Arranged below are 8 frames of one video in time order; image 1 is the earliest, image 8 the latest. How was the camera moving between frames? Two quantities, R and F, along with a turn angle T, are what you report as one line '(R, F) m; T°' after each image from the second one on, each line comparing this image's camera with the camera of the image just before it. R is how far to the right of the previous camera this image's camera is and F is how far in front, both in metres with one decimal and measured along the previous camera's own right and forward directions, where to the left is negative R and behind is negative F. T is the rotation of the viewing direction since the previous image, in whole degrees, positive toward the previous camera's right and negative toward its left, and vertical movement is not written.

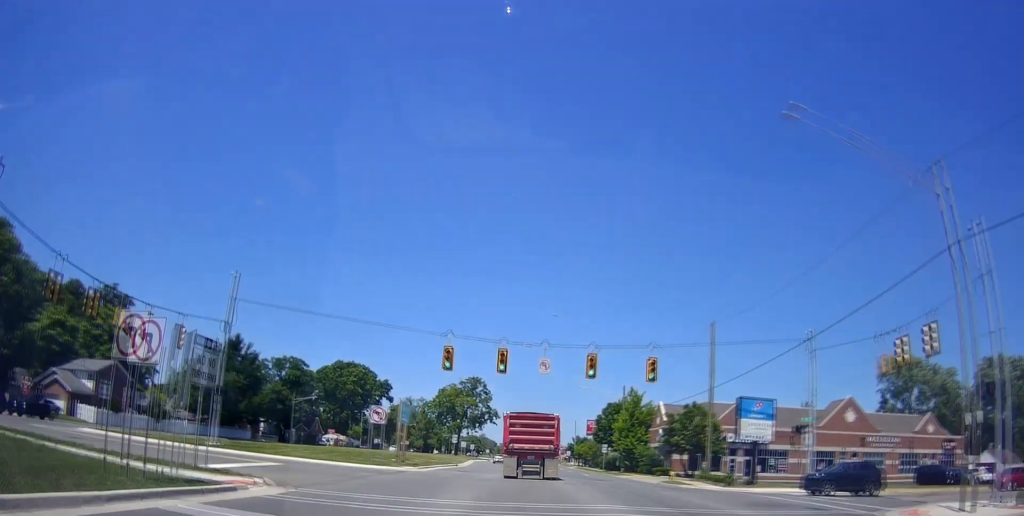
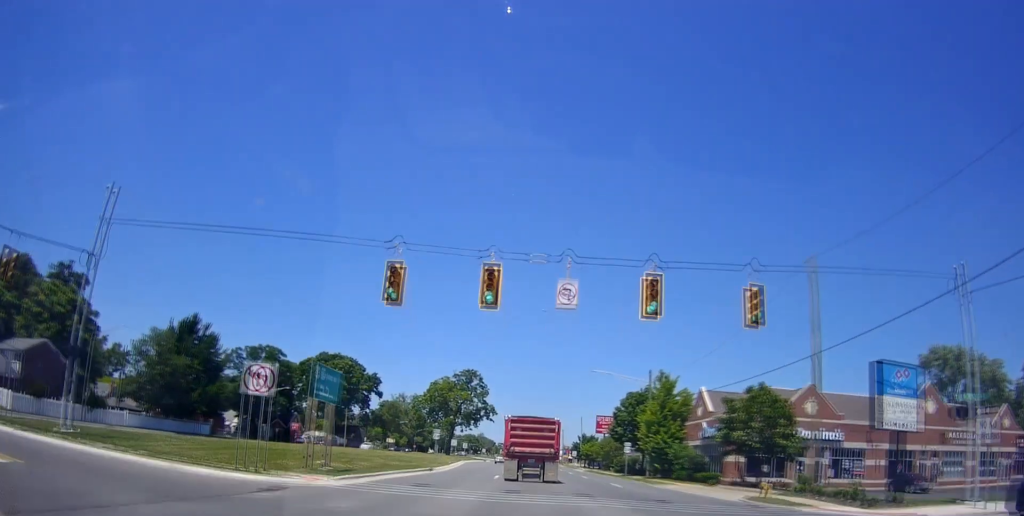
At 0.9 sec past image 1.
(-0.2, +15.1) m; +1°
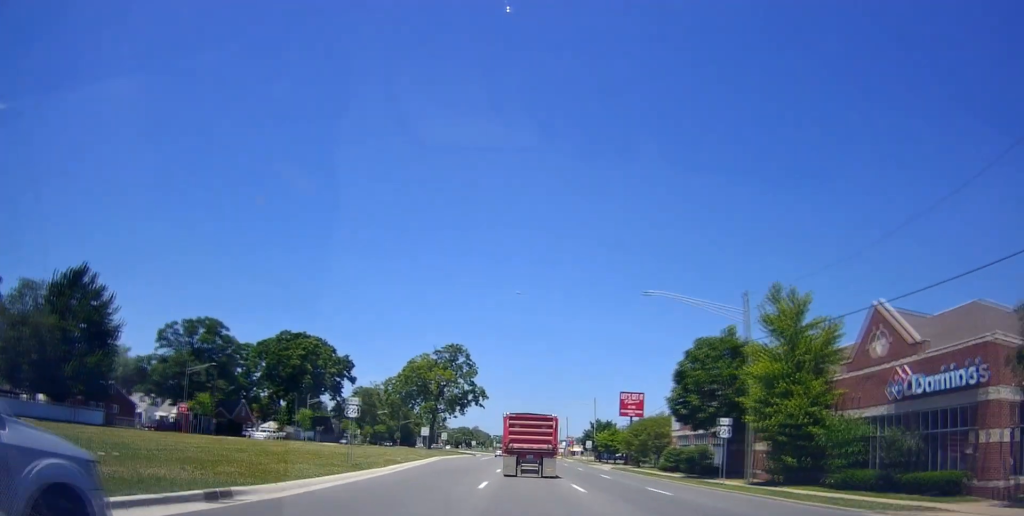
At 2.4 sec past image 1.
(+0.5, +26.8) m; 0°
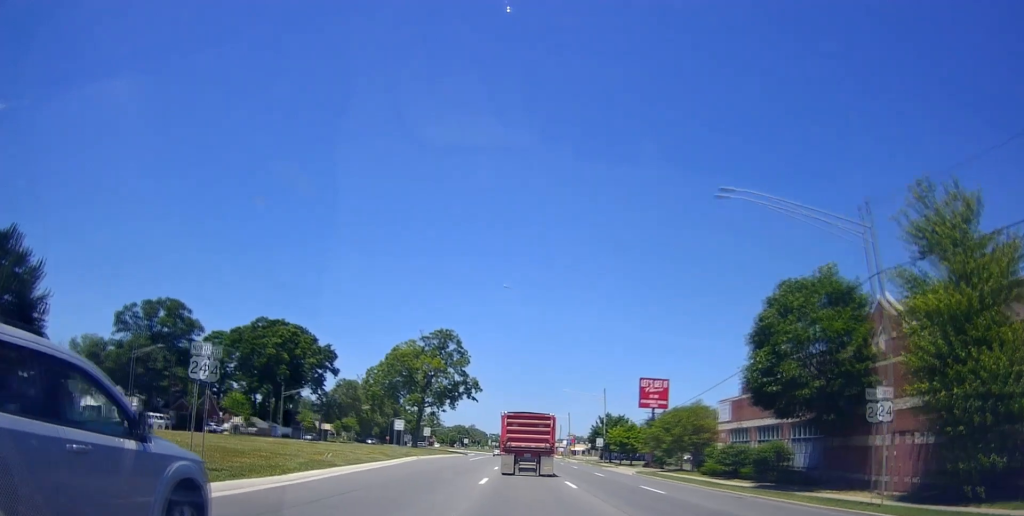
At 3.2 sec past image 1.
(0.0, +13.6) m; 0°
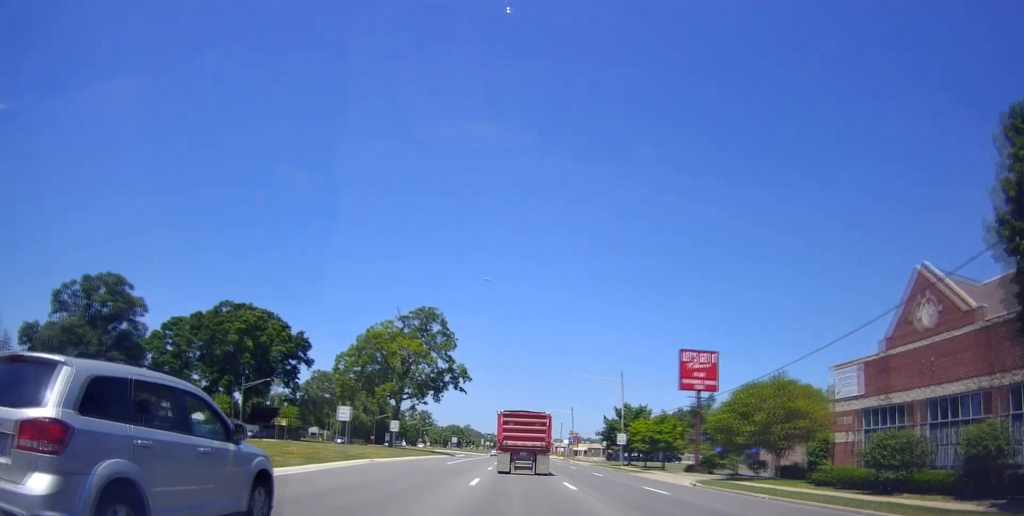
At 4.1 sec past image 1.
(0.0, +16.7) m; 0°
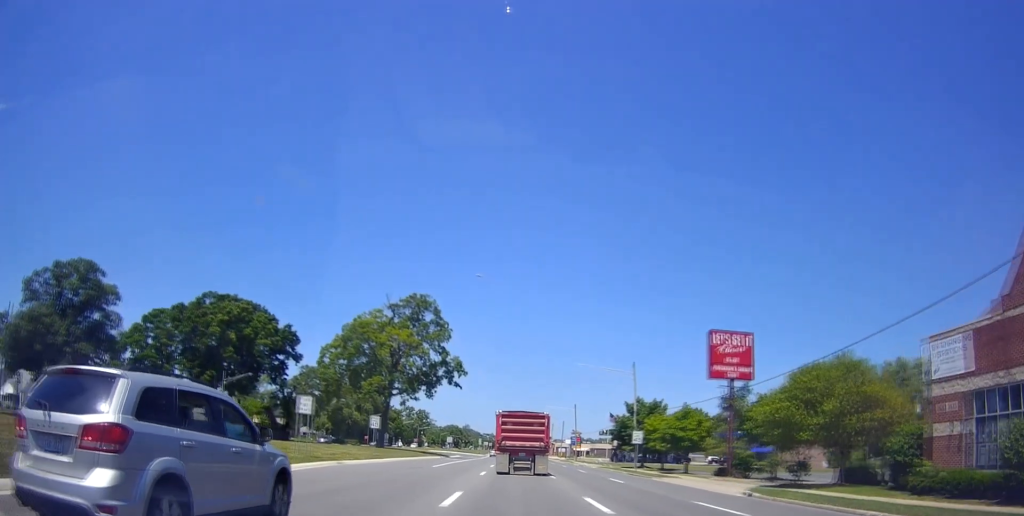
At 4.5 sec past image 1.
(0.0, +7.2) m; 0°
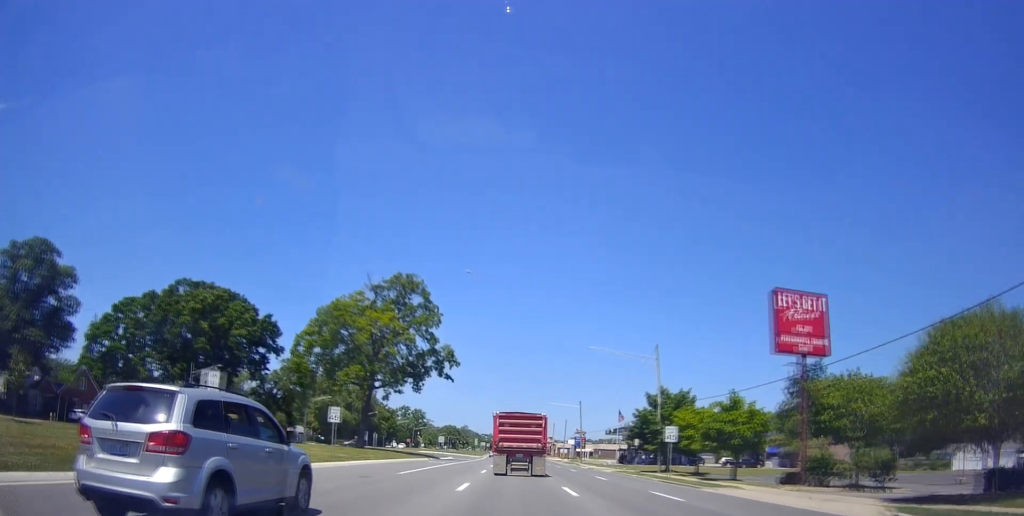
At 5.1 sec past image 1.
(-0.1, +10.3) m; 0°
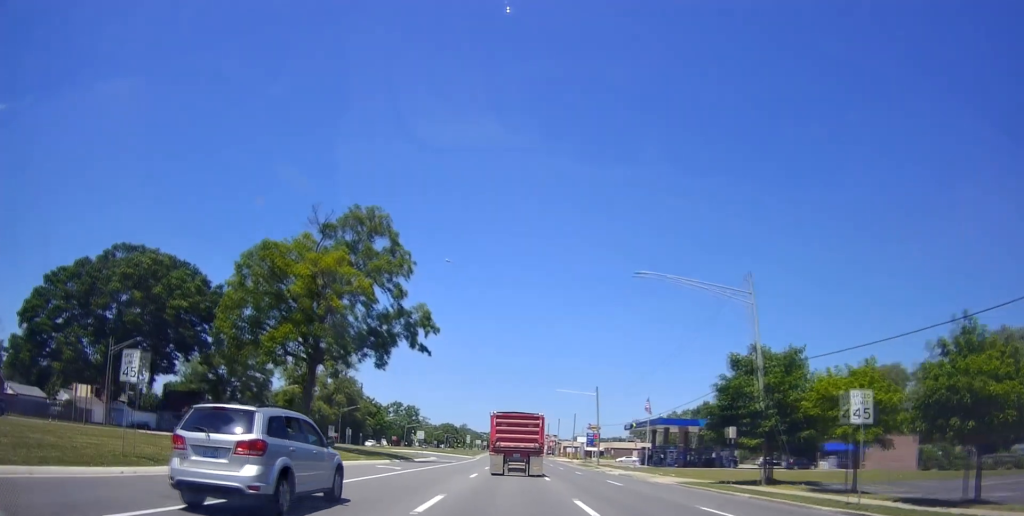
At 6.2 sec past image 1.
(+0.2, +20.5) m; +1°
